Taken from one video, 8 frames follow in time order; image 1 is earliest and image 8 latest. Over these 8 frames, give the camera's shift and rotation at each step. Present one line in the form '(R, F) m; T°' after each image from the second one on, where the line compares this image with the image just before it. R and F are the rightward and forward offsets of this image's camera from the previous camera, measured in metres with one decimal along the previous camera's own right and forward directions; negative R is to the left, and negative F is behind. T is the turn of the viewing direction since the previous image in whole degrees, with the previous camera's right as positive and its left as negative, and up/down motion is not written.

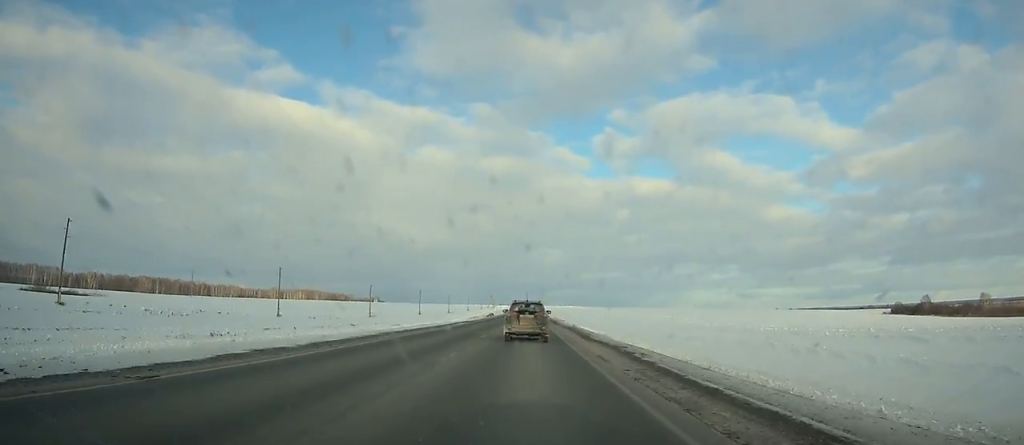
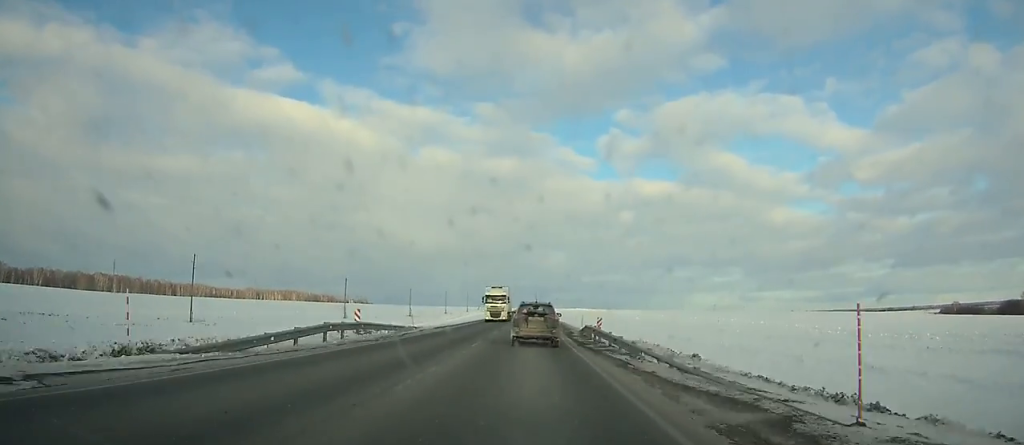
(-0.1, +89.3) m; 0°
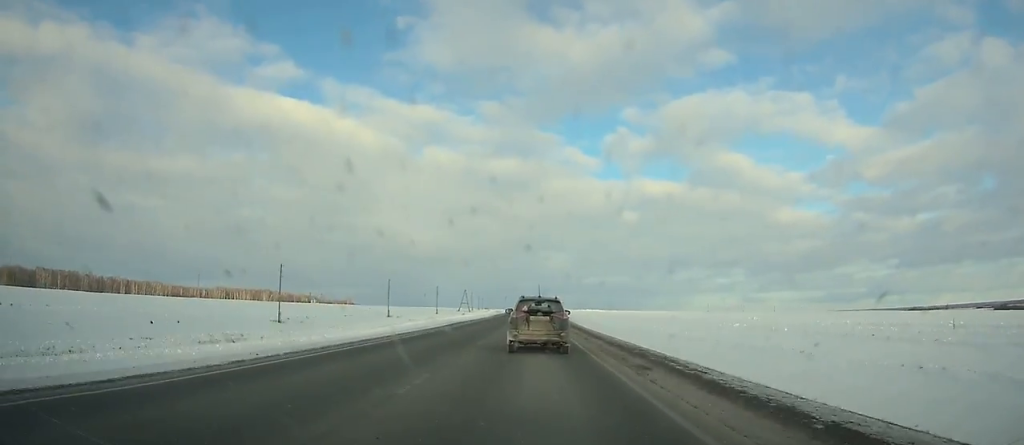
(-0.1, +94.7) m; 0°
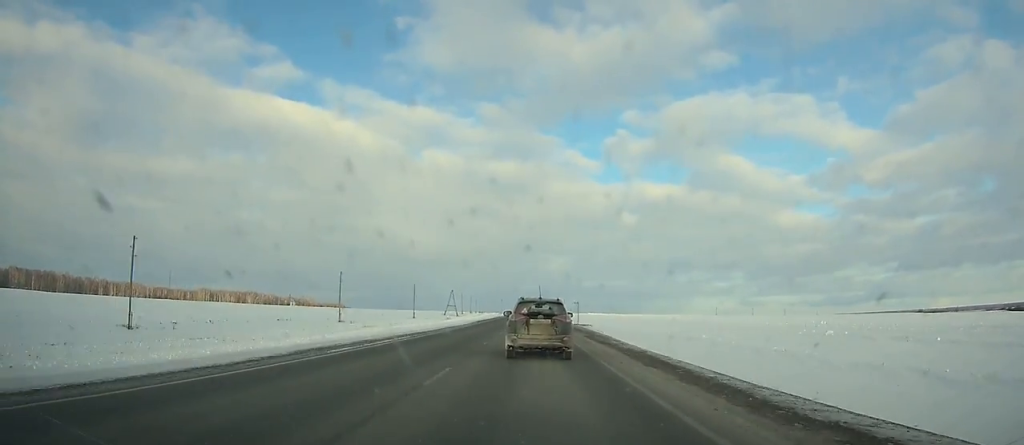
(0.0, +33.9) m; 0°
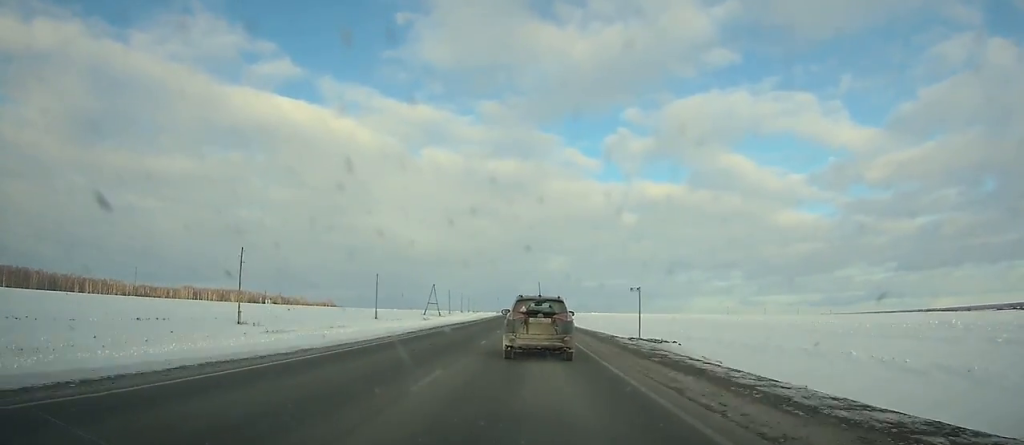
(0.0, +36.7) m; 0°
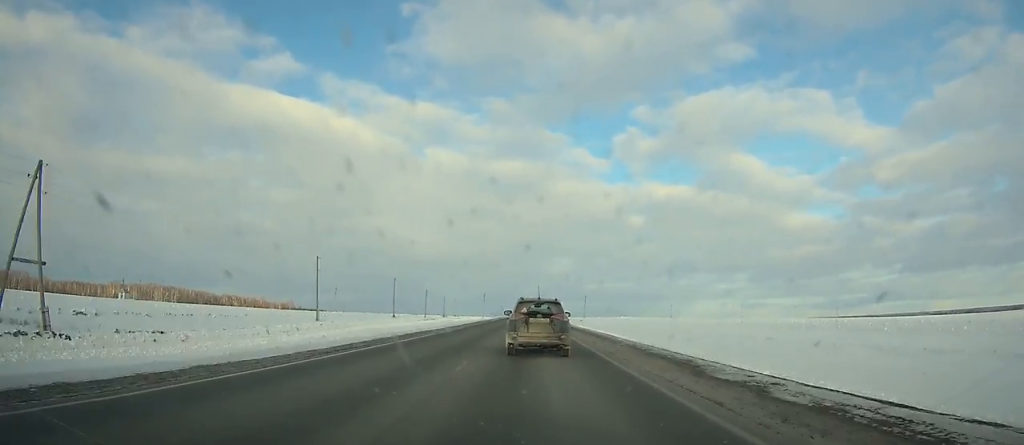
(+0.2, +141.8) m; 0°
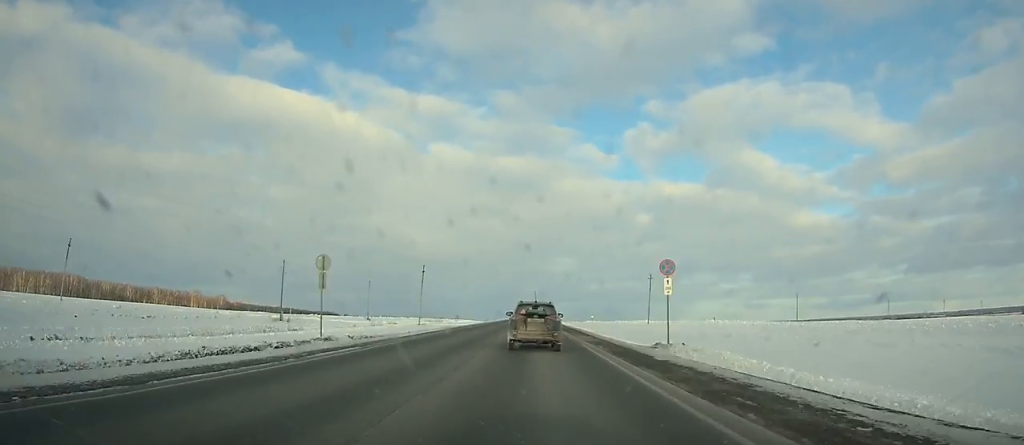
(-0.1, +160.4) m; 0°
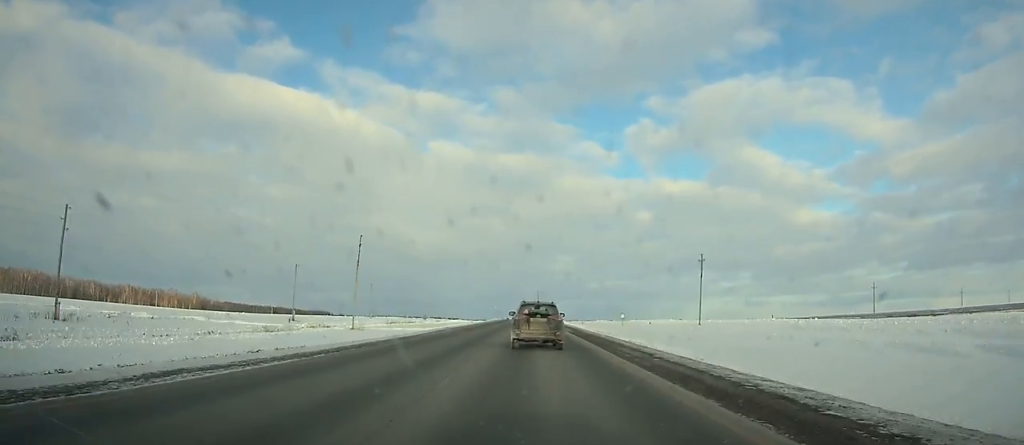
(+0.1, +44.5) m; 0°
